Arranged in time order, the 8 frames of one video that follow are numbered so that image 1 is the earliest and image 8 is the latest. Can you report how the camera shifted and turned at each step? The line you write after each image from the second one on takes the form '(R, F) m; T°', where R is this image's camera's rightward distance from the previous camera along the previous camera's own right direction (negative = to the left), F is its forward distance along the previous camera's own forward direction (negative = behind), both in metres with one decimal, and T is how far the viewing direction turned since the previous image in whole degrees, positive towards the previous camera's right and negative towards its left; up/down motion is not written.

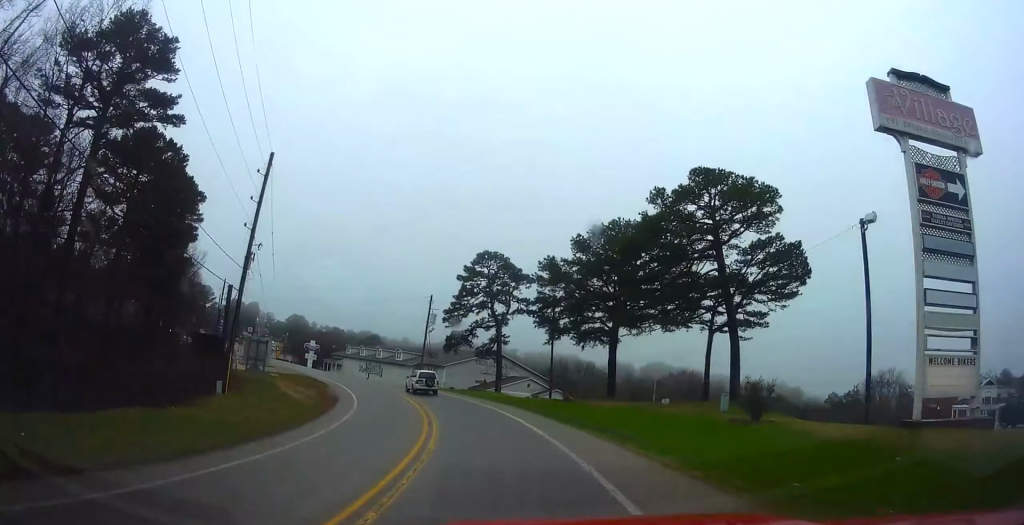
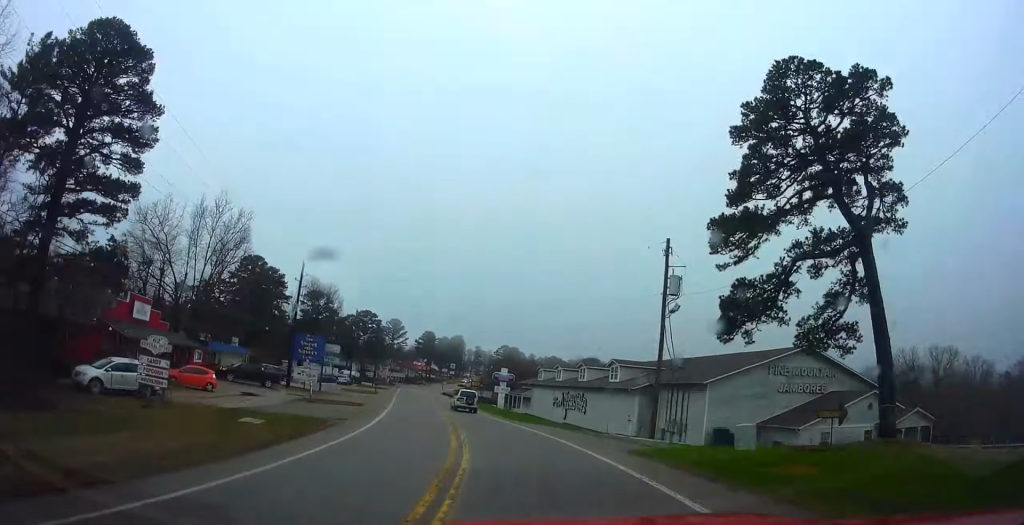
(-9.5, +44.6) m; -22°
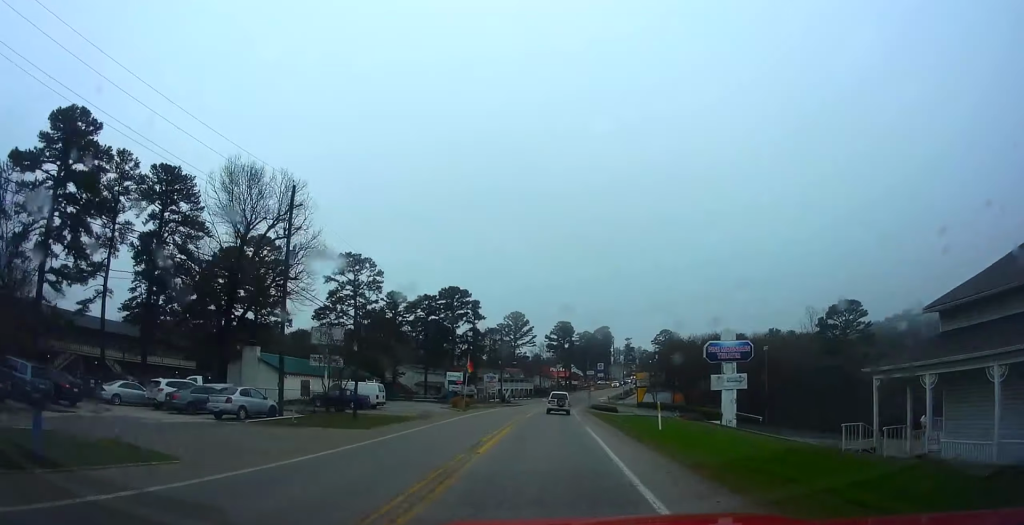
(-12.6, +68.4) m; -12°
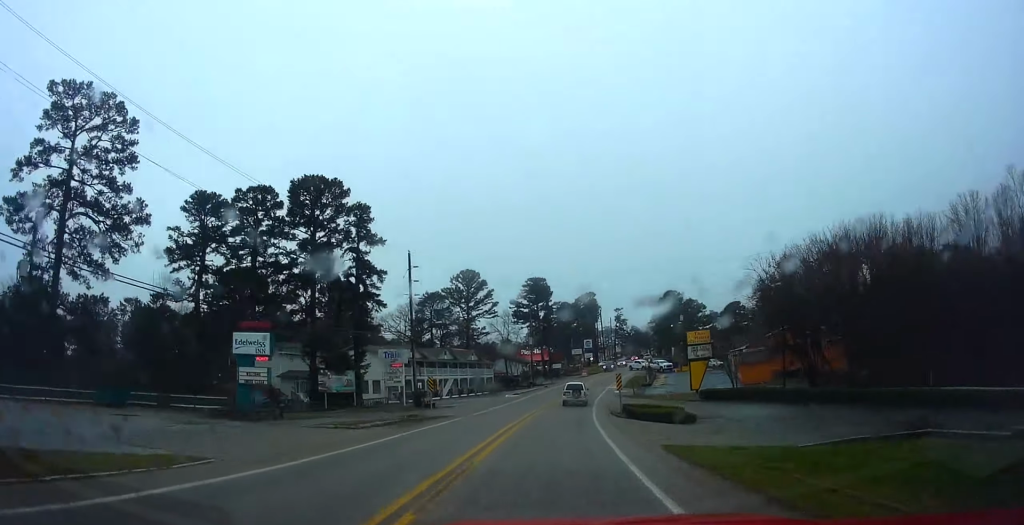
(-0.5, +52.2) m; +2°
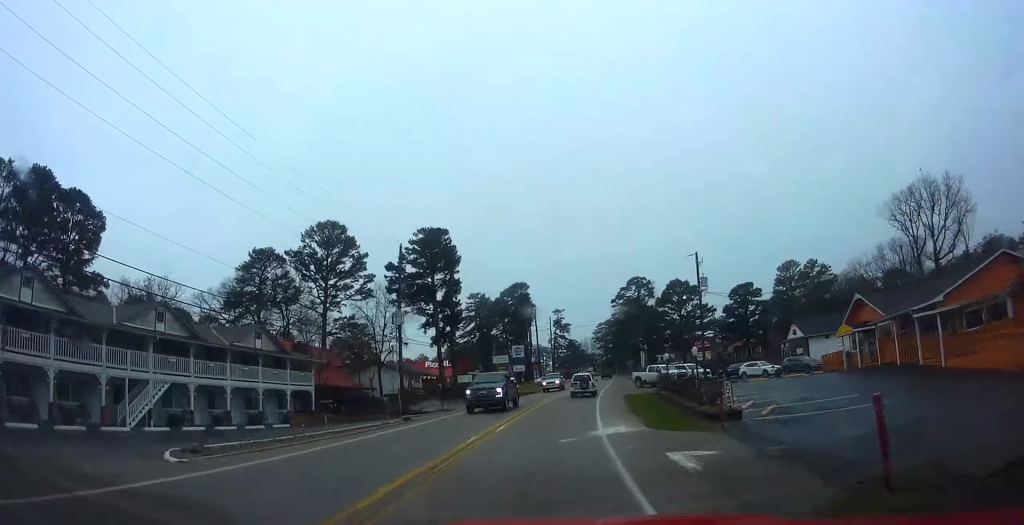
(+2.5, +50.6) m; +6°
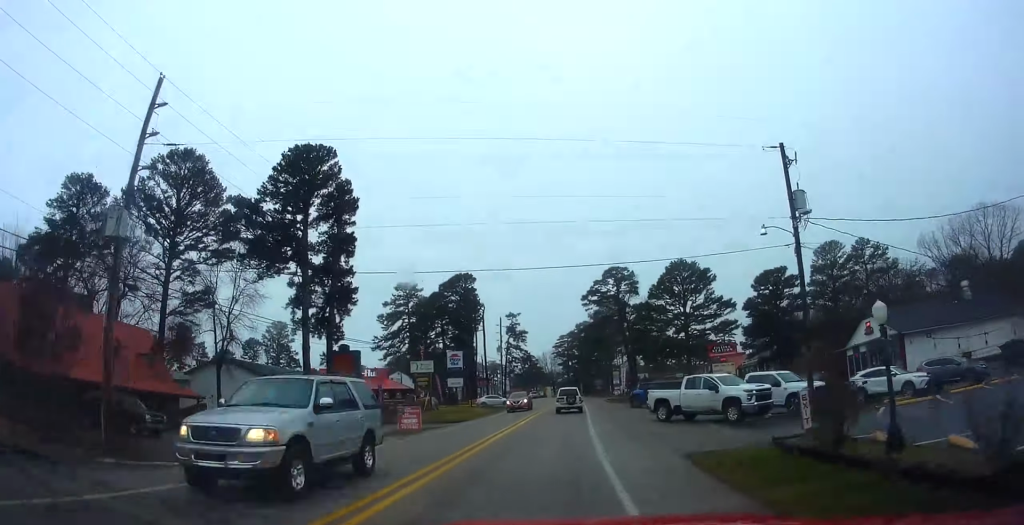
(+0.8, +27.1) m; +3°
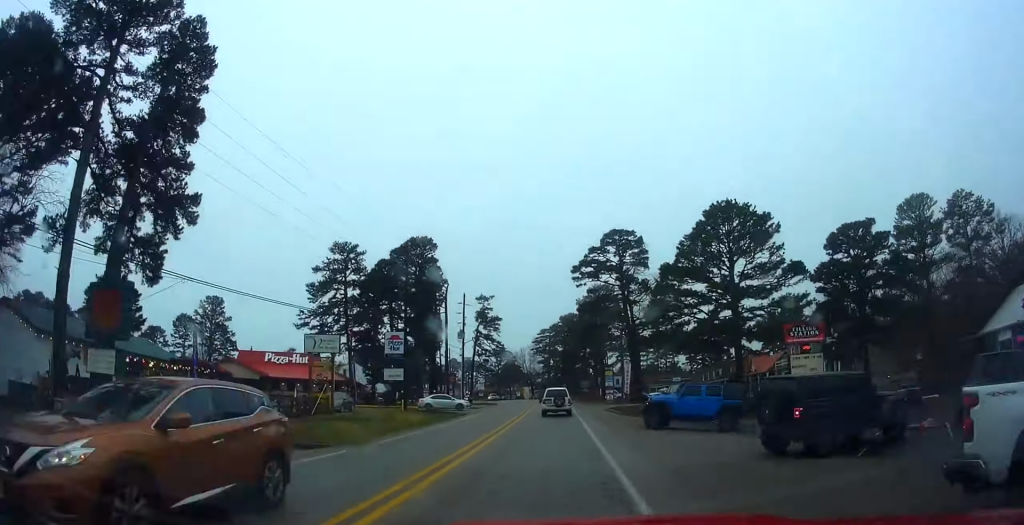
(+0.2, +20.9) m; +2°
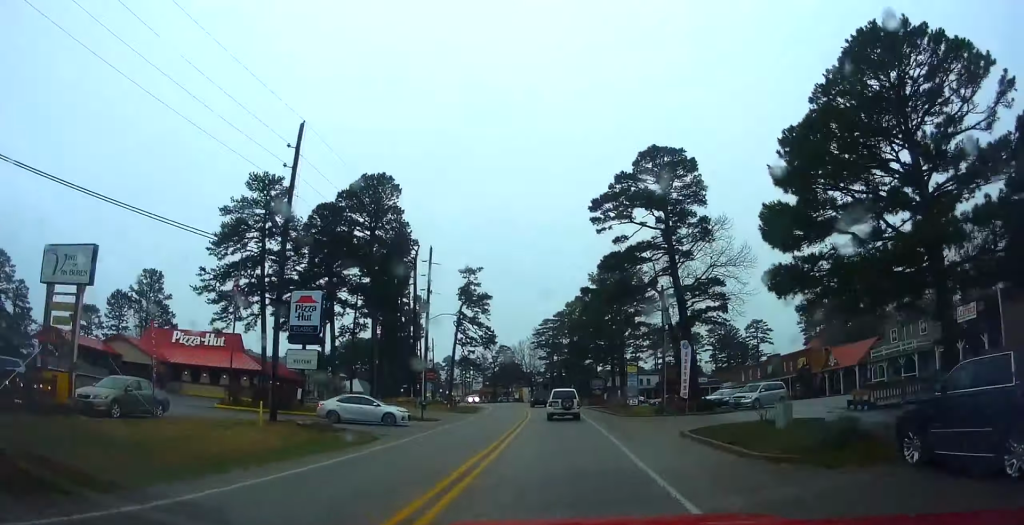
(+0.6, +20.9) m; +1°
